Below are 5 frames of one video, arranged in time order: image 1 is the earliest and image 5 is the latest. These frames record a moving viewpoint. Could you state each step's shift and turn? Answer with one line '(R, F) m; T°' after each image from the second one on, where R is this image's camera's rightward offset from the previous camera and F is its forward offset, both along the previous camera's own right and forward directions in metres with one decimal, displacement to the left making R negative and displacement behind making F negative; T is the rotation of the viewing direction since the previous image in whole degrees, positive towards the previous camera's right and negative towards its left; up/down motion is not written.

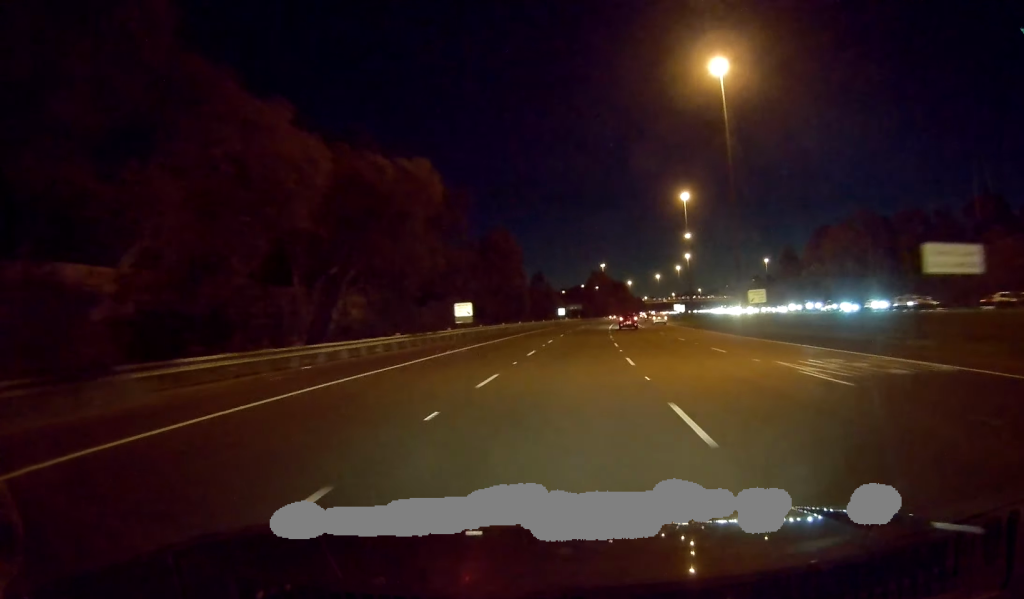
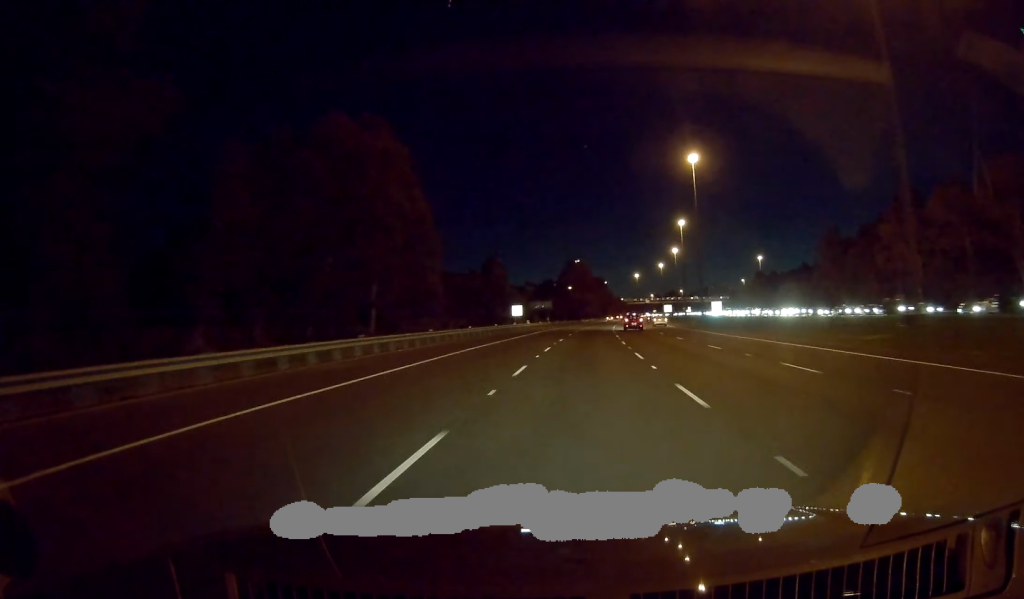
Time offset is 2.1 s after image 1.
(+1.3, +56.6) m; +2°
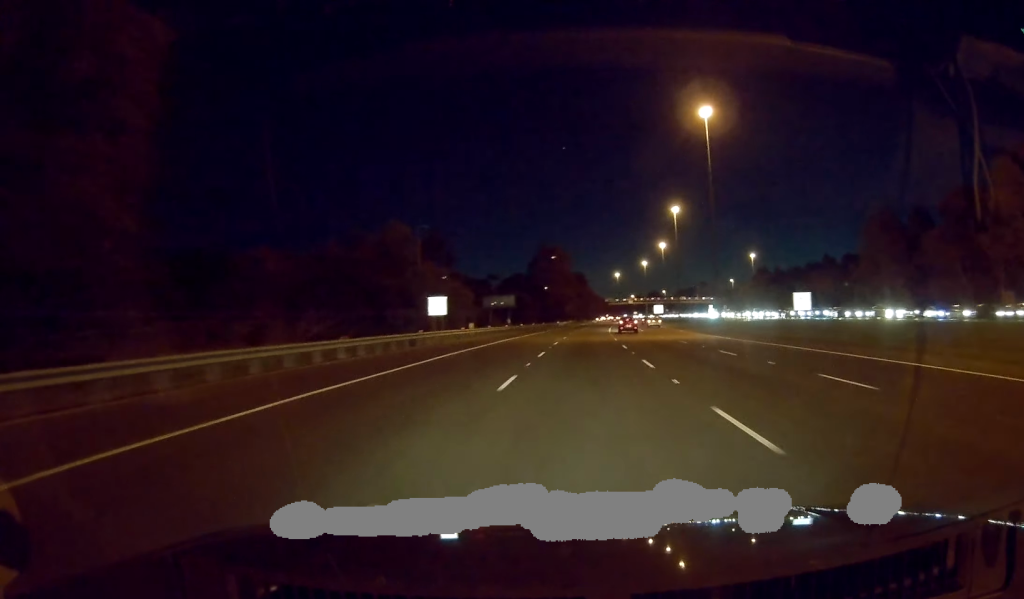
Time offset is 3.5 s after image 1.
(+0.3, +39.1) m; +2°
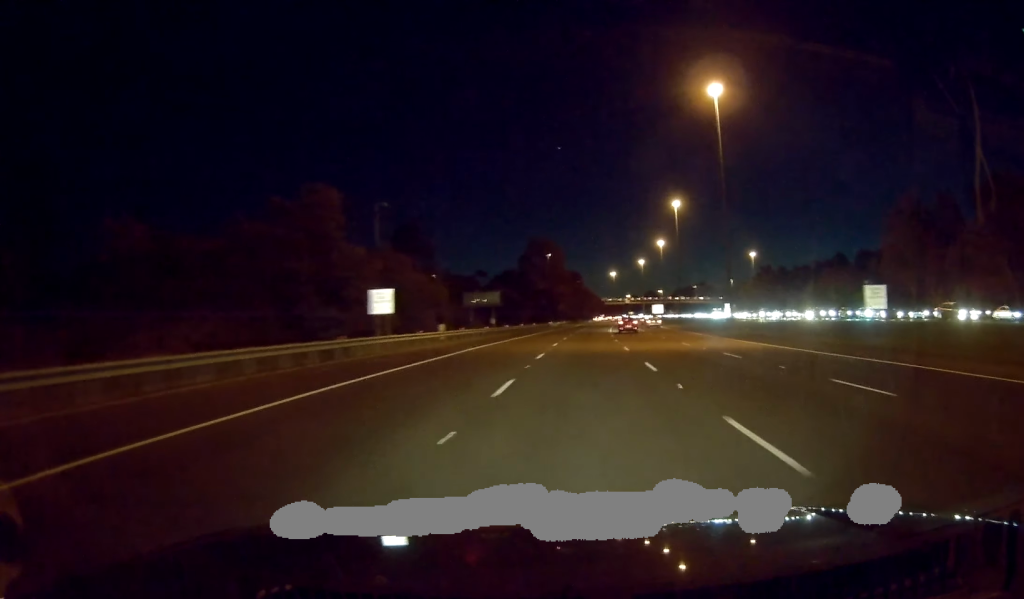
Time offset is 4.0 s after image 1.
(+0.2, +12.8) m; +1°
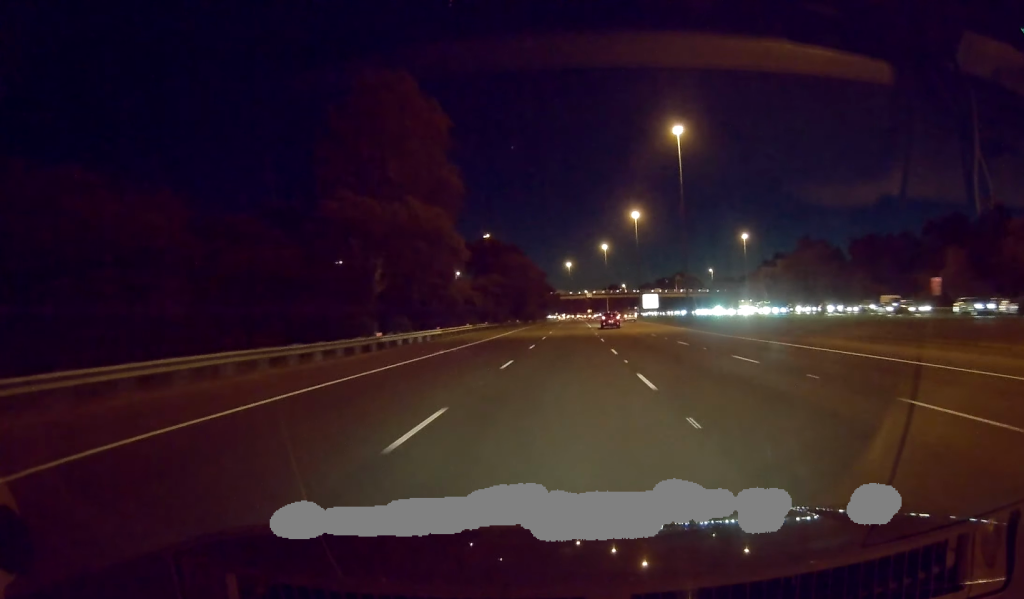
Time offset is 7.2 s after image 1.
(+3.1, +88.3) m; +4°
